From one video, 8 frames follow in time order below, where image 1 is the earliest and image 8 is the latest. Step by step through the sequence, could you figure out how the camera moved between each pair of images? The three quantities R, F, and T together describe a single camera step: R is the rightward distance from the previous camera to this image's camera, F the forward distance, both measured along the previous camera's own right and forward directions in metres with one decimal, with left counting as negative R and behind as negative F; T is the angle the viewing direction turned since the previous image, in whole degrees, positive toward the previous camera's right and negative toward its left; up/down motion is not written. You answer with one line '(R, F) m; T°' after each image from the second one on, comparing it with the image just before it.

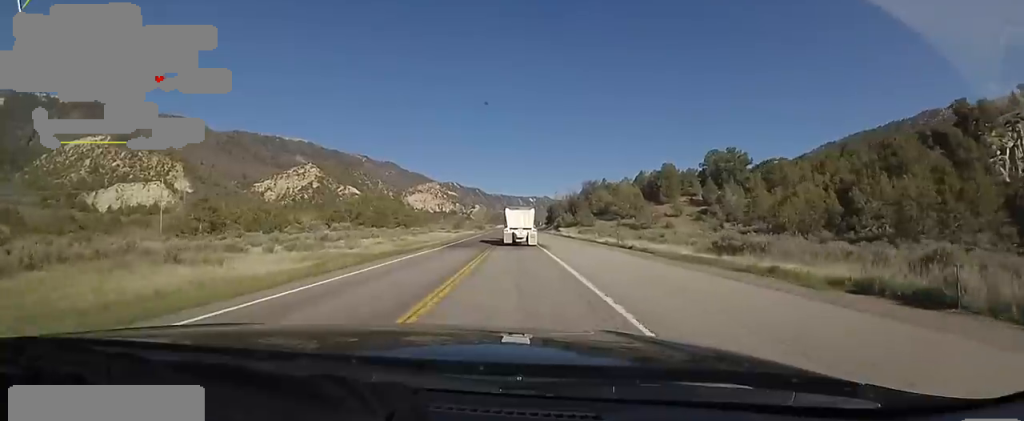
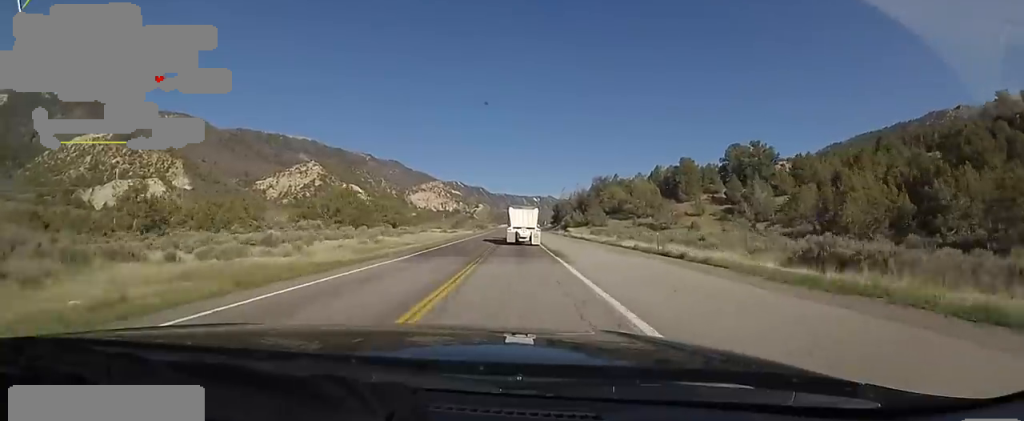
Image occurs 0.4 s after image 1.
(+0.3, +9.9) m; 0°
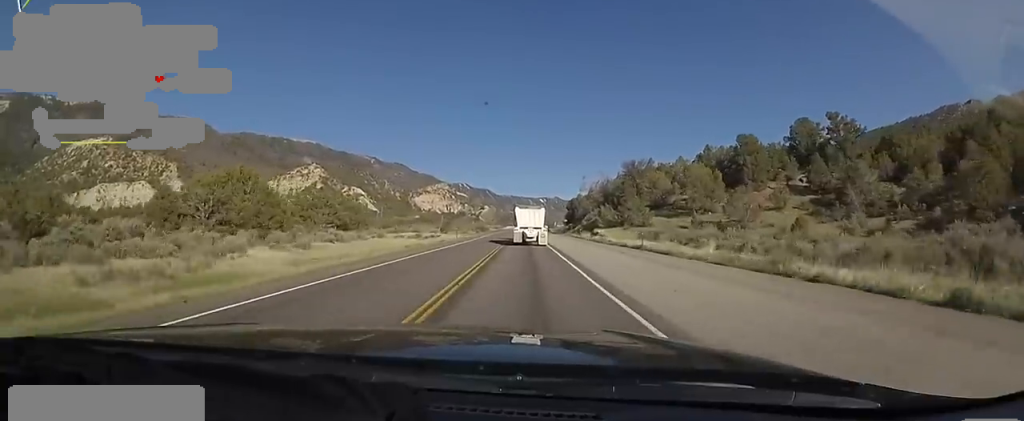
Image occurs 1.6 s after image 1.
(-0.7, +25.4) m; -3°
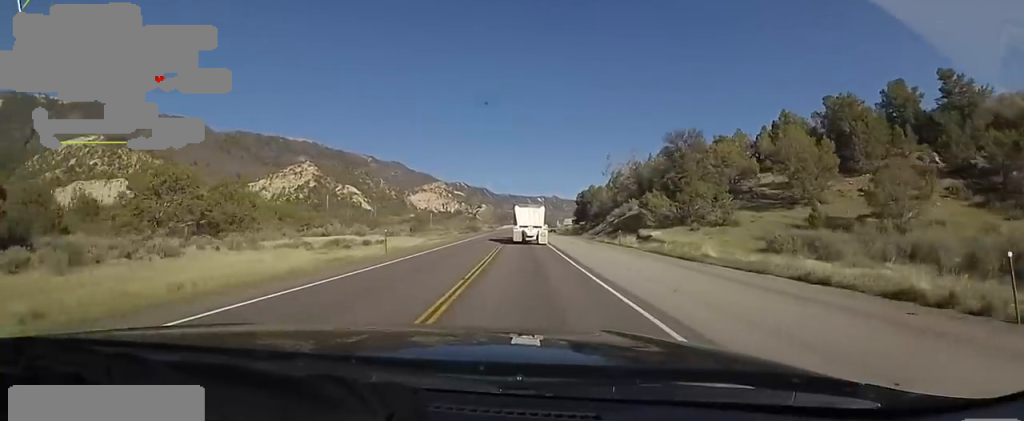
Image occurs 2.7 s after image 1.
(-0.6, +24.5) m; -1°
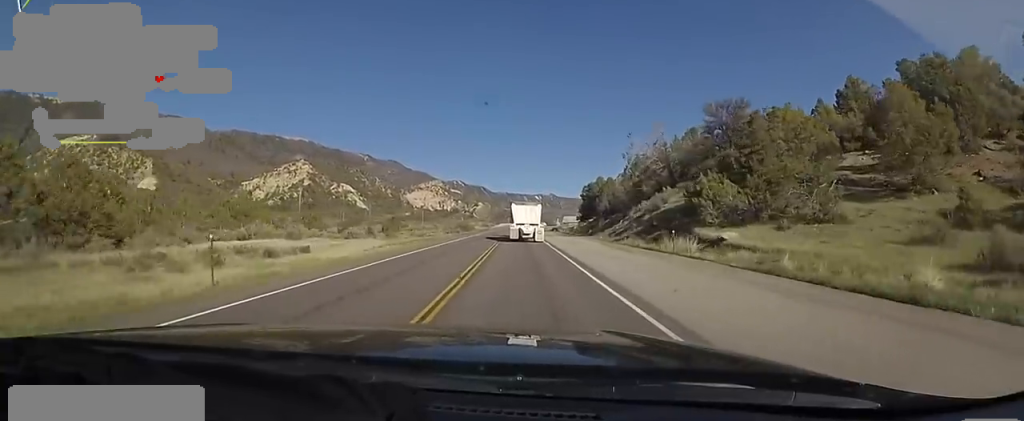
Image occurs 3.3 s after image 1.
(-0.1, +13.4) m; +1°
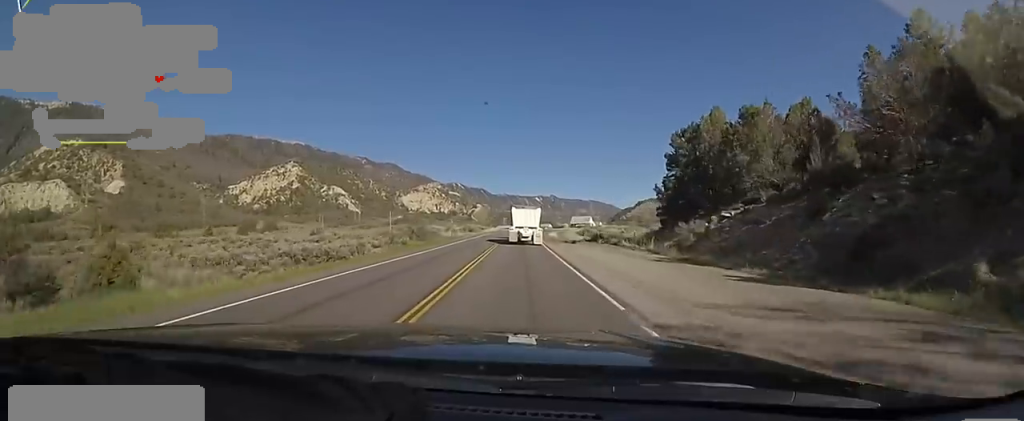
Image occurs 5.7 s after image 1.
(+2.7, +53.3) m; +2°
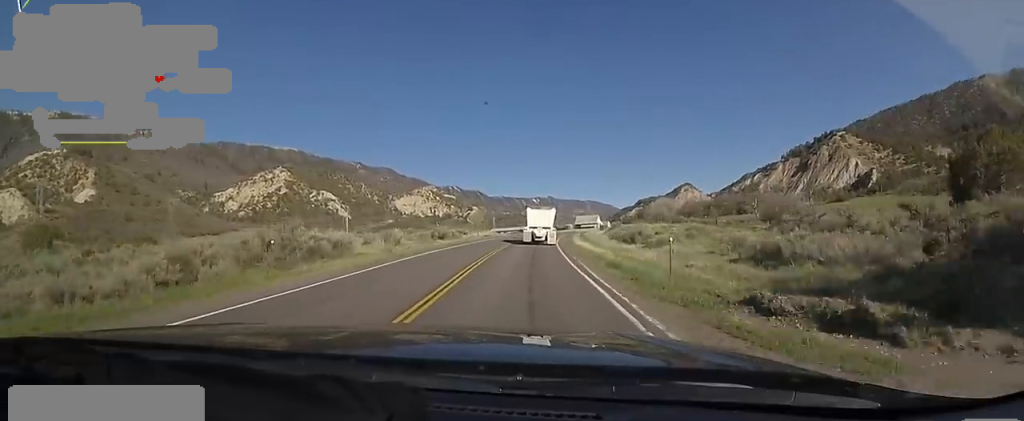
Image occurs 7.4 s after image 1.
(-1.6, +37.3) m; -2°
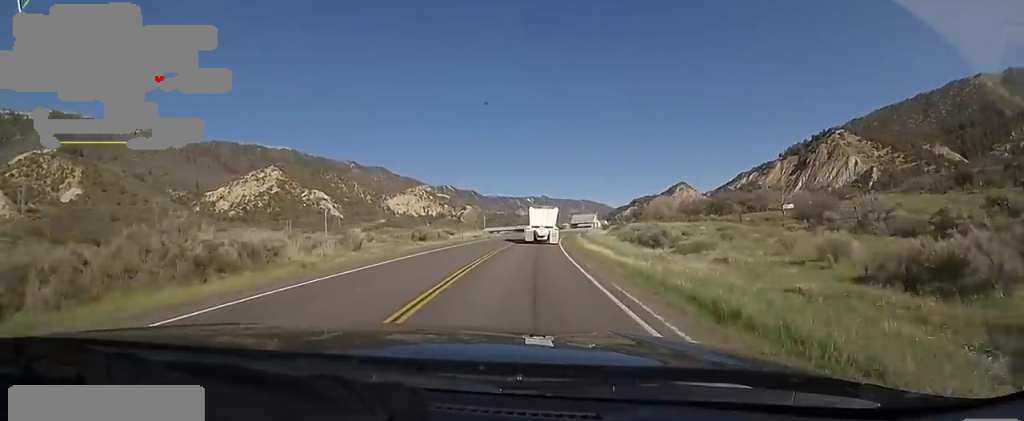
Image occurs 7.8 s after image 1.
(+0.3, +9.4) m; 0°
